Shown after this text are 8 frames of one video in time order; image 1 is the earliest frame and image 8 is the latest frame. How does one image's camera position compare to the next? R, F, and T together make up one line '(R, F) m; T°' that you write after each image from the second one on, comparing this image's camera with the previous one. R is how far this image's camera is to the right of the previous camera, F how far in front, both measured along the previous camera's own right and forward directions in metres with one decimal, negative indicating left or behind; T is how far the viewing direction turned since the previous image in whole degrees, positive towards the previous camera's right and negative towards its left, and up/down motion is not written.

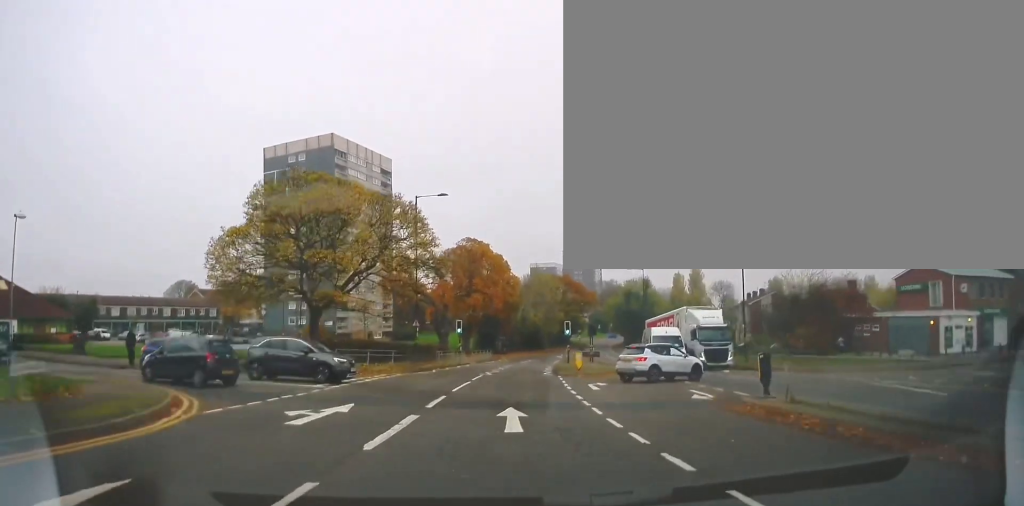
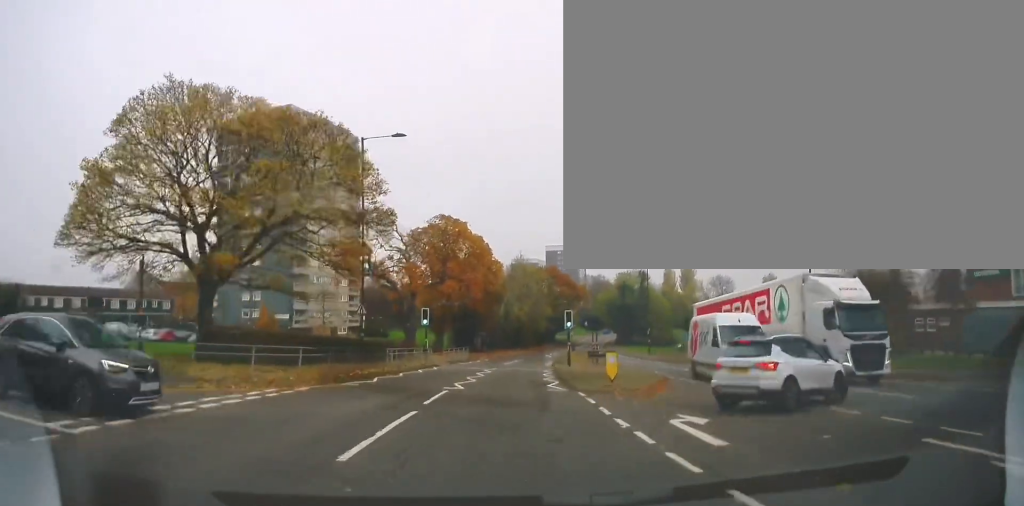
(+0.3, +11.9) m; +3°
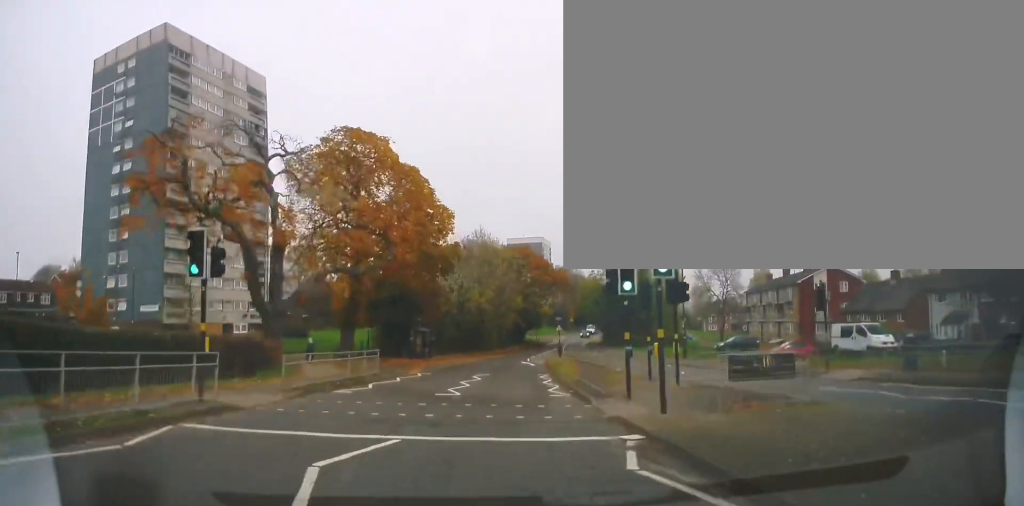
(+0.9, +26.9) m; +3°
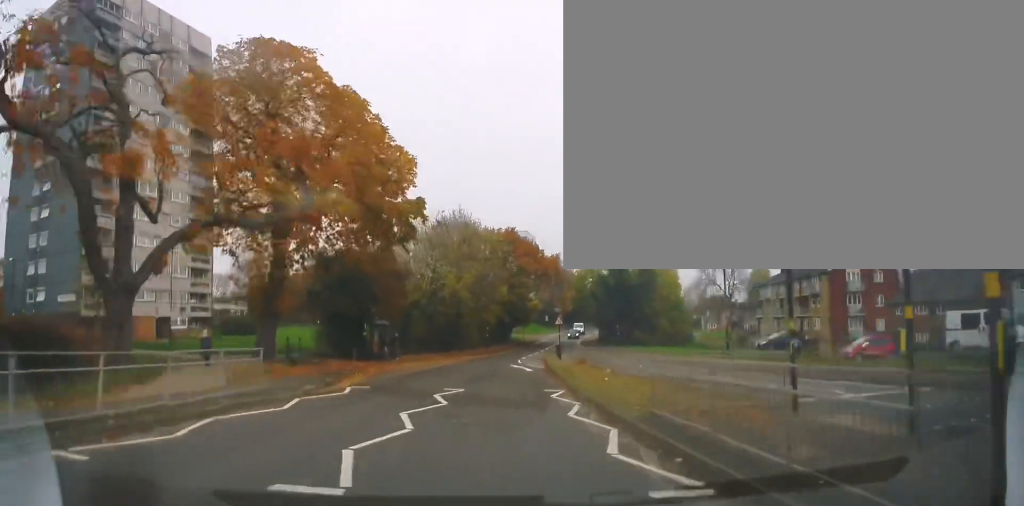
(+0.2, +11.3) m; +1°
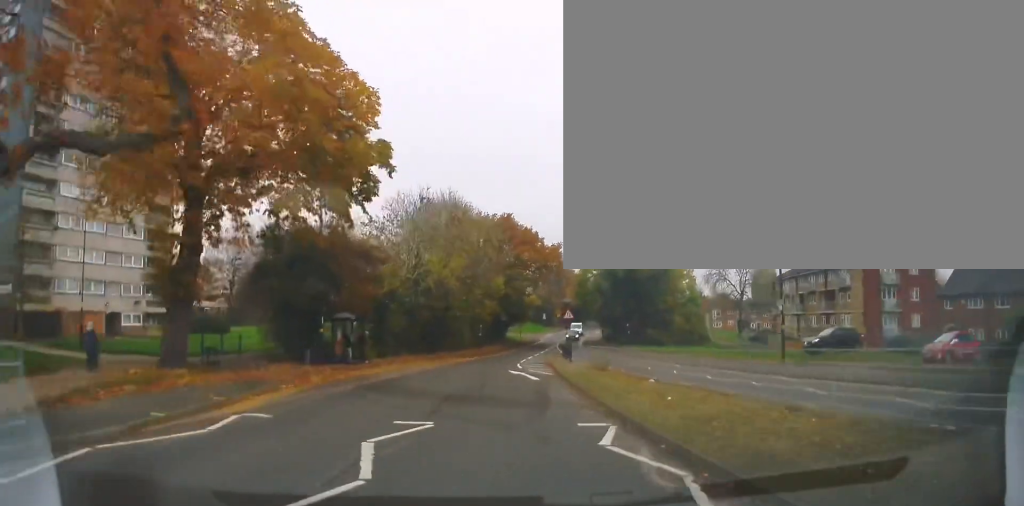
(0.0, +7.9) m; 0°
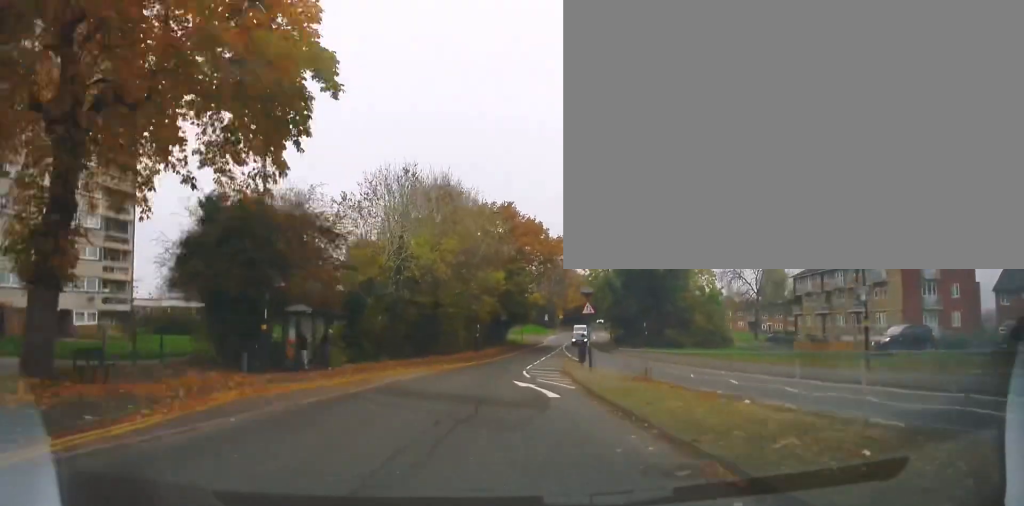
(0.0, +7.0) m; 0°
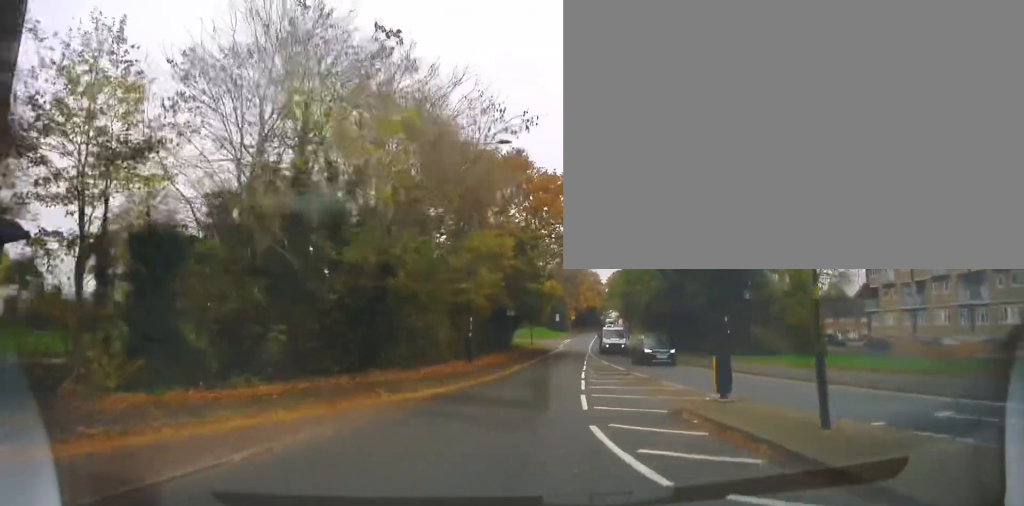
(+0.4, +18.4) m; +1°
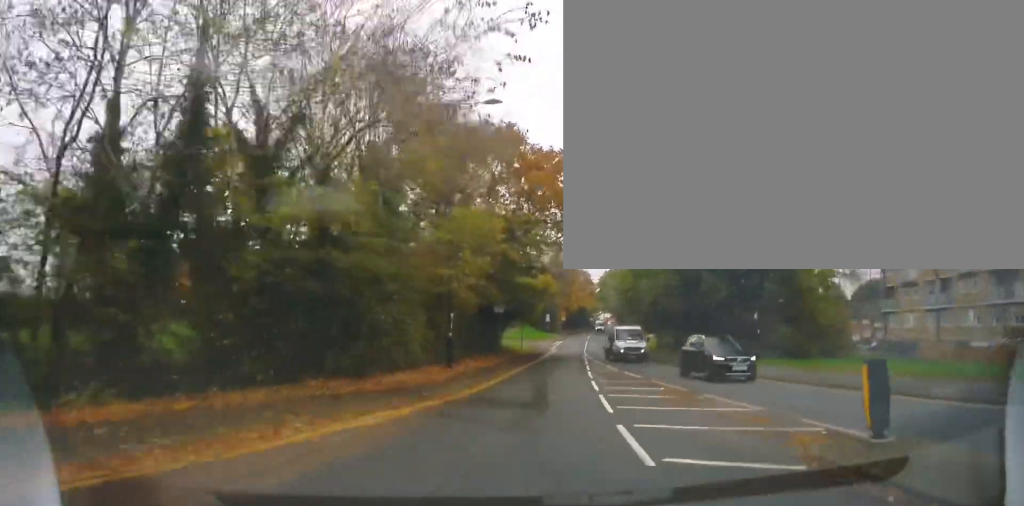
(0.0, +5.8) m; 0°
